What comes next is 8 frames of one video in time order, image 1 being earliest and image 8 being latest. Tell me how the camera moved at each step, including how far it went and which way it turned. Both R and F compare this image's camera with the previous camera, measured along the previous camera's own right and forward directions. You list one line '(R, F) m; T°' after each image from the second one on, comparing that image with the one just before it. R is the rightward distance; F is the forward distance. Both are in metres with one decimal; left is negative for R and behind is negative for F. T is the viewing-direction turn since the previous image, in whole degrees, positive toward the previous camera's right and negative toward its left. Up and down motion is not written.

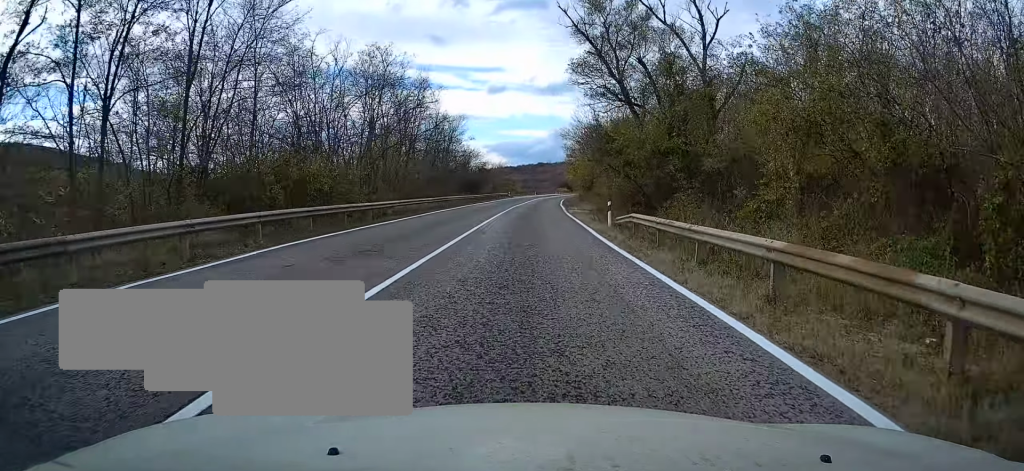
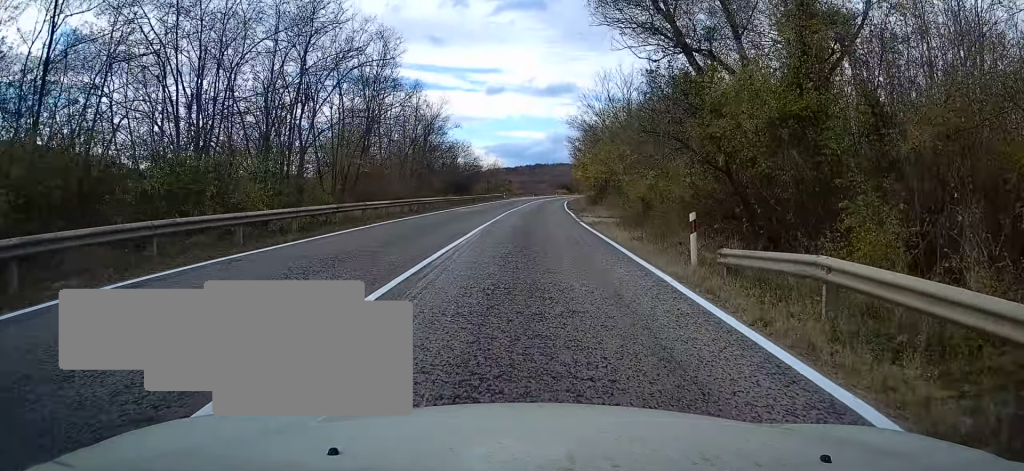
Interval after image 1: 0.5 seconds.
(0.0, +12.9) m; 0°
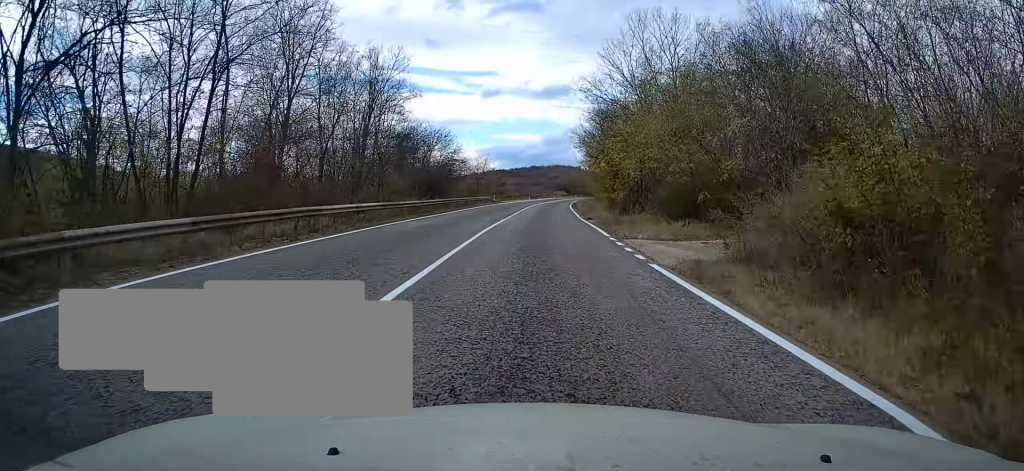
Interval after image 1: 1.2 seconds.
(0.0, +18.0) m; 0°
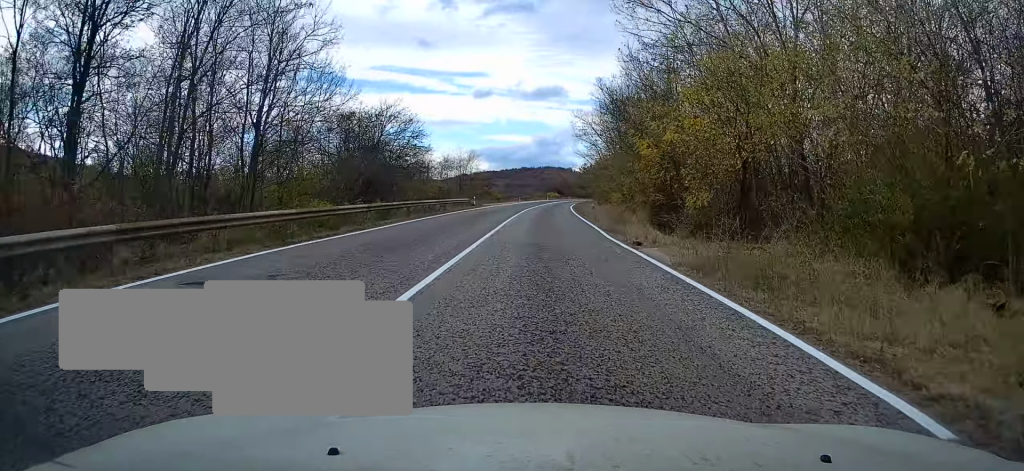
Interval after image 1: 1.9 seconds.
(0.0, +18.0) m; +1°
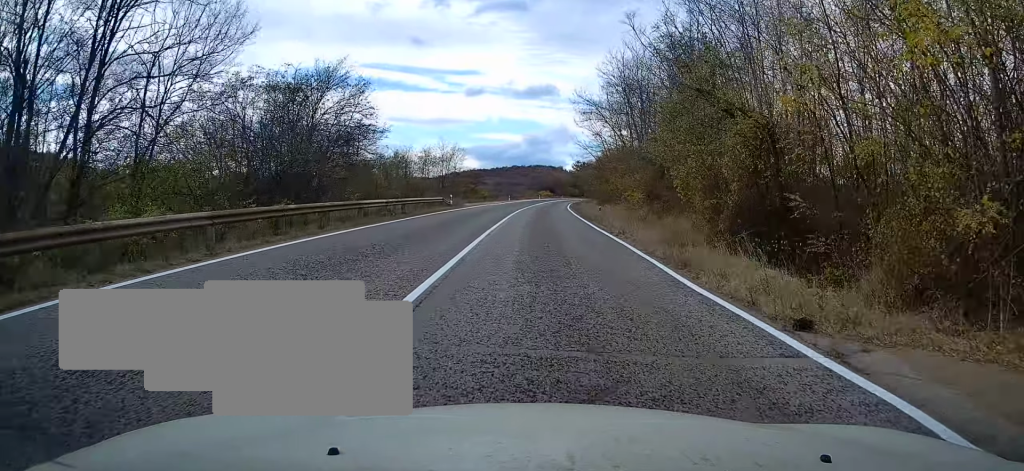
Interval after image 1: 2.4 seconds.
(+0.2, +11.9) m; 0°
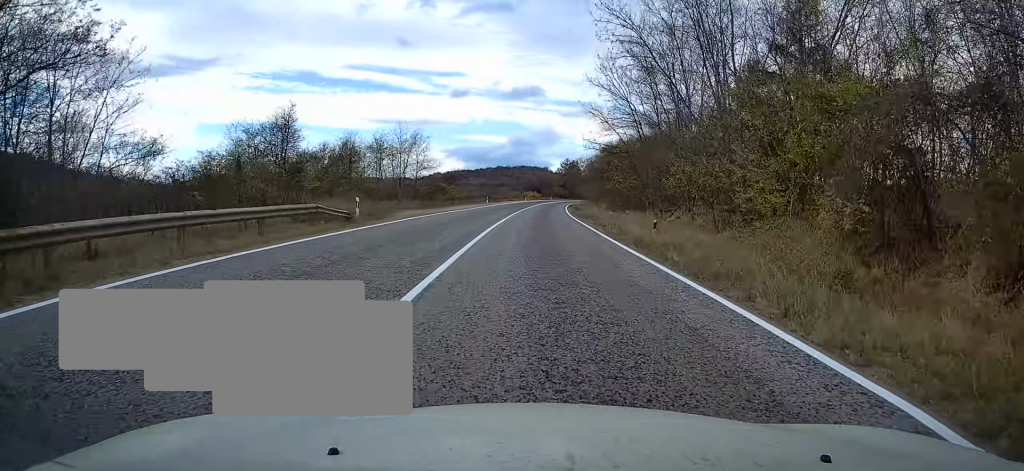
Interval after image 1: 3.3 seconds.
(-0.1, +23.8) m; +1°
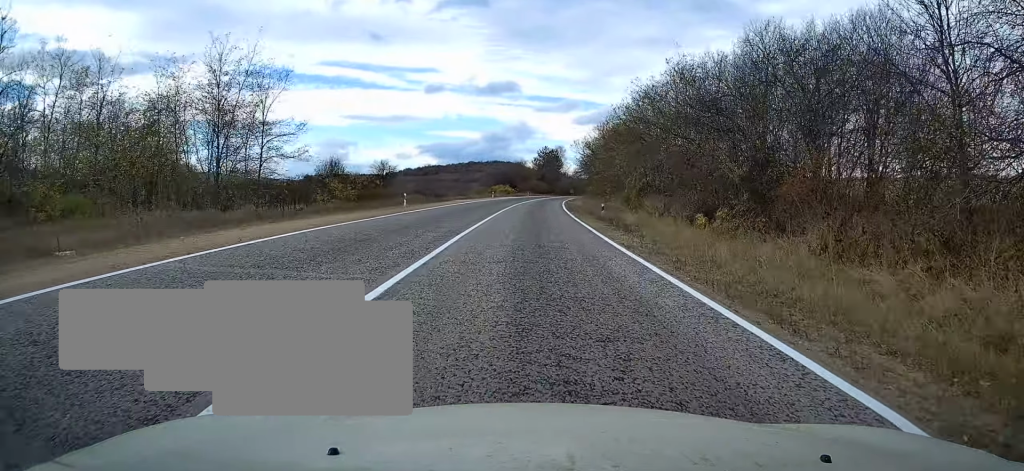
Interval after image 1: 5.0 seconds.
(+1.2, +42.4) m; +4°
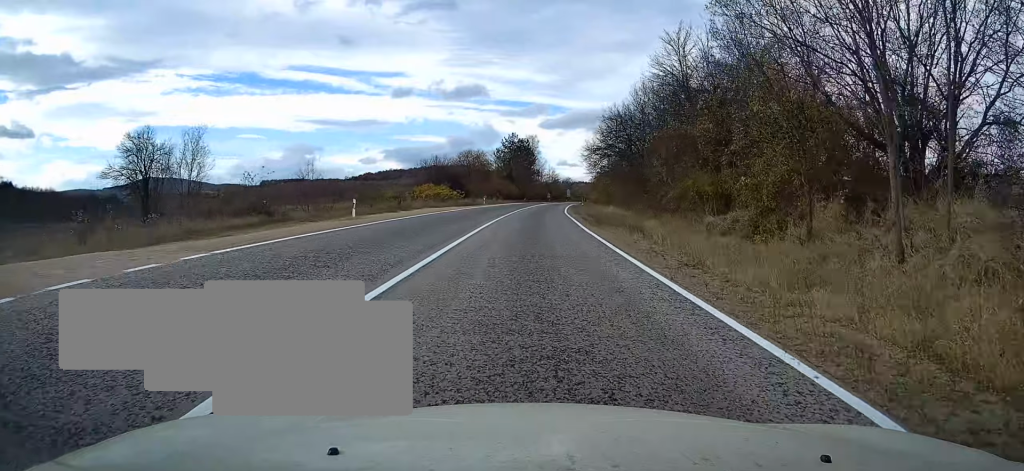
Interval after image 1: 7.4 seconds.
(+0.8, +60.8) m; +2°
